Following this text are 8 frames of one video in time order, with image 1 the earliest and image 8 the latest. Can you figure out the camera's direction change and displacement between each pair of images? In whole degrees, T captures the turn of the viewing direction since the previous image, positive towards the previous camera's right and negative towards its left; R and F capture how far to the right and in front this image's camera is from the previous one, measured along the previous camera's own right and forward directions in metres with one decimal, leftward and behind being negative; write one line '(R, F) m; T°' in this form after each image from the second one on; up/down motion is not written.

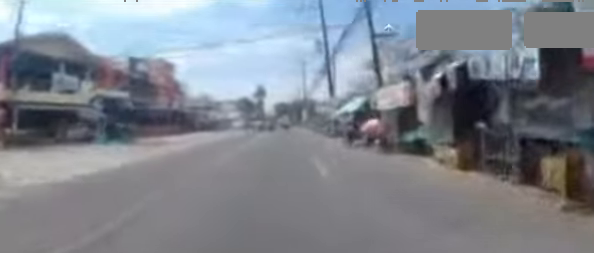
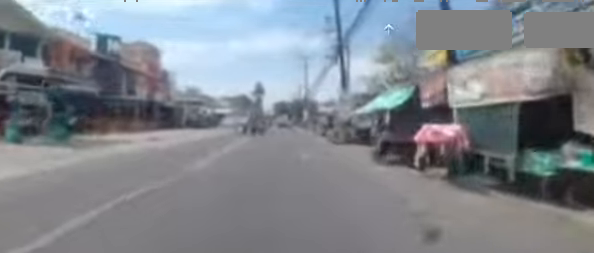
(-0.2, +6.6) m; -1°
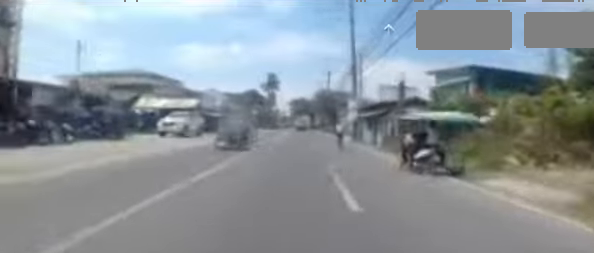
(-0.5, +34.9) m; -3°
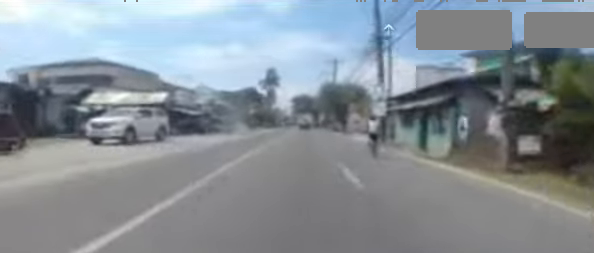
(-0.2, +9.9) m; +1°
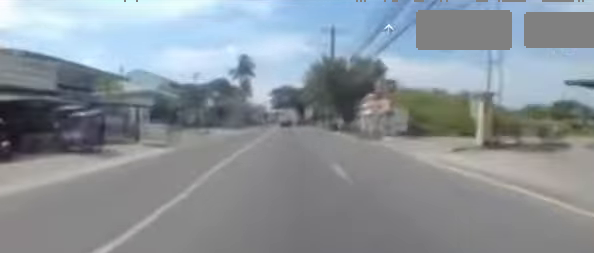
(+0.9, +20.1) m; +3°
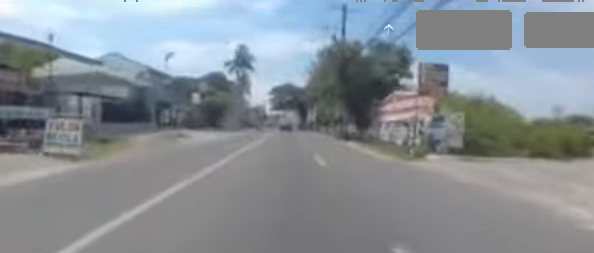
(+0.1, +7.1) m; -1°
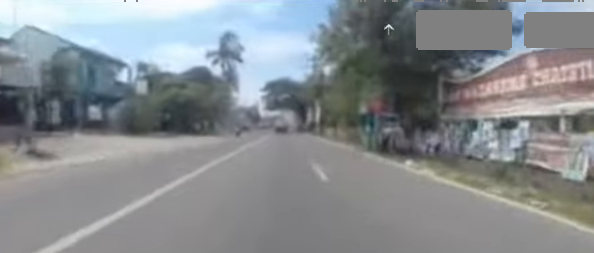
(-0.3, +12.3) m; 0°
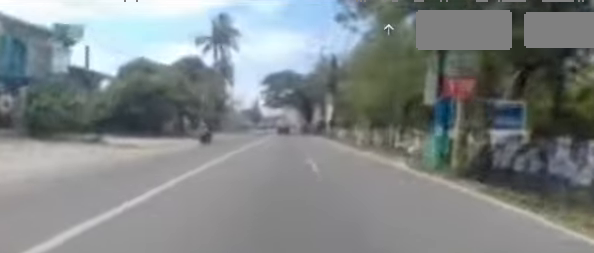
(+0.1, +8.3) m; +1°
